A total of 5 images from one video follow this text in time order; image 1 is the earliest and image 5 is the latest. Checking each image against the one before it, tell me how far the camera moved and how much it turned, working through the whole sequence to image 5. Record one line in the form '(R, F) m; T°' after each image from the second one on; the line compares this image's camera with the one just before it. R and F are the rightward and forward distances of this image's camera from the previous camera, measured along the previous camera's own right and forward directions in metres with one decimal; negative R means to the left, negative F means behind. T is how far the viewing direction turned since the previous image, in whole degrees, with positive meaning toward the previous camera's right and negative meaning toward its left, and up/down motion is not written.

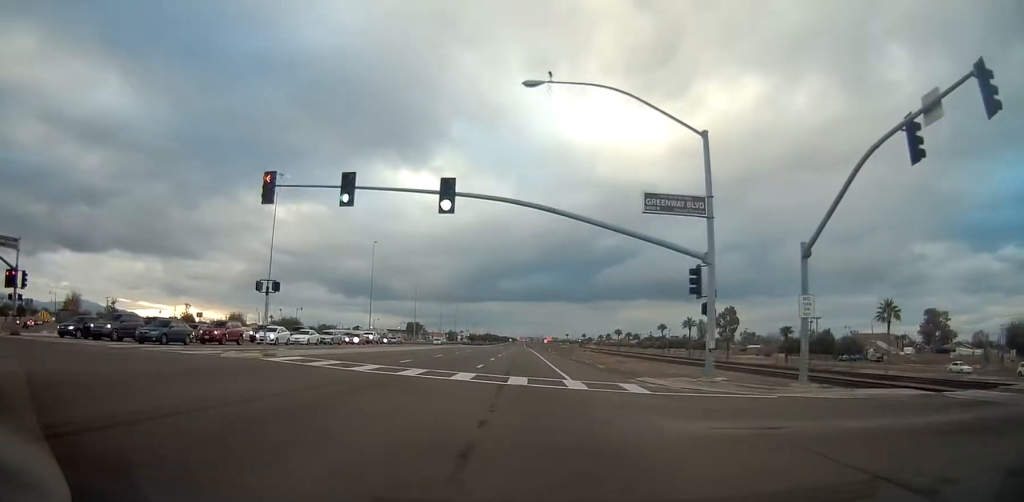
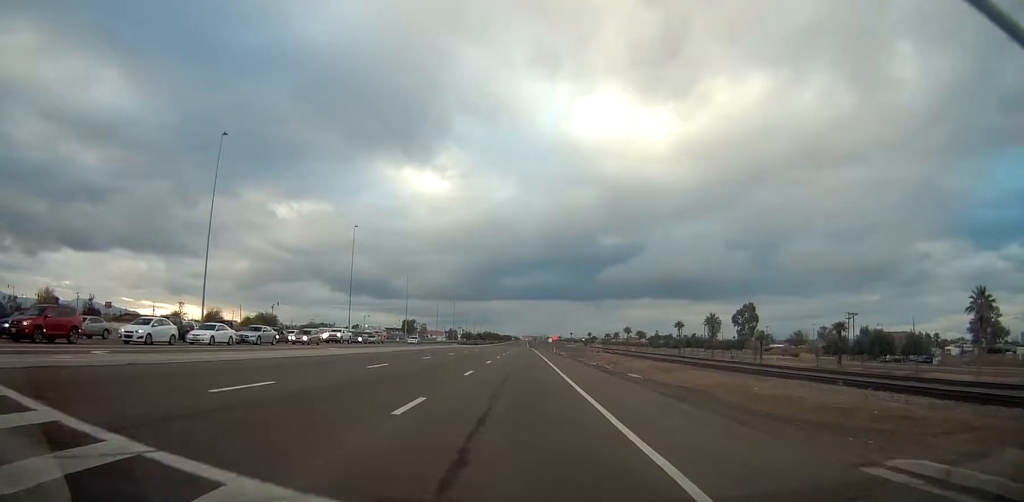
(-1.7, +19.0) m; -6°
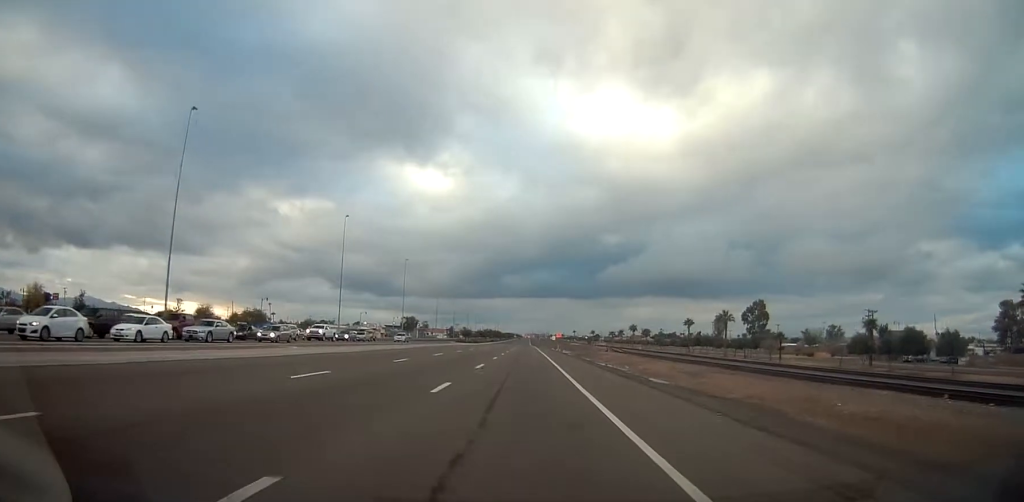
(-0.3, +8.1) m; +5°
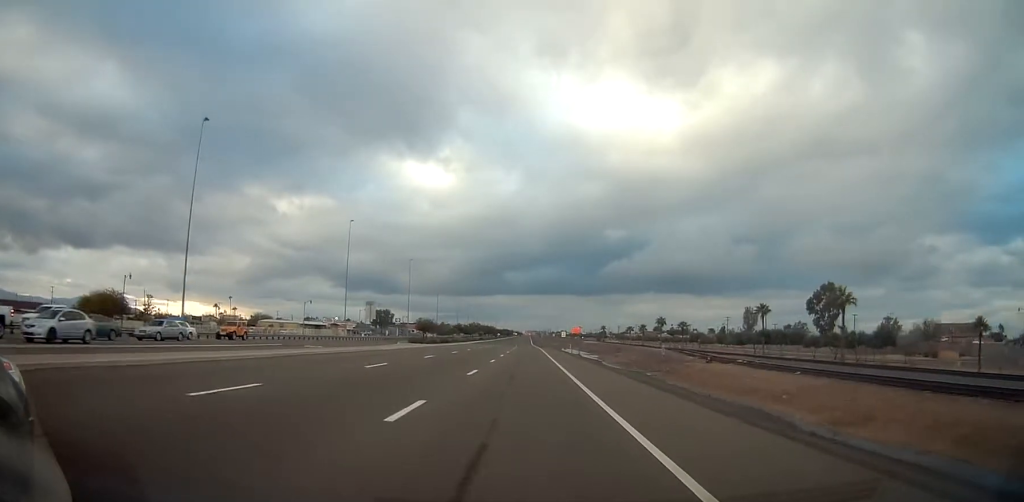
(-4.4, +56.7) m; -8°
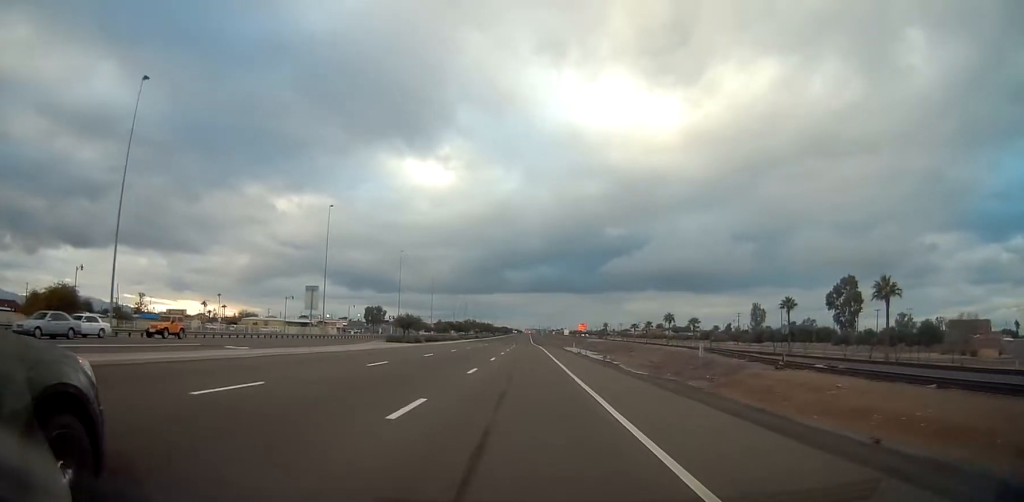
(+0.3, +12.3) m; -3°
